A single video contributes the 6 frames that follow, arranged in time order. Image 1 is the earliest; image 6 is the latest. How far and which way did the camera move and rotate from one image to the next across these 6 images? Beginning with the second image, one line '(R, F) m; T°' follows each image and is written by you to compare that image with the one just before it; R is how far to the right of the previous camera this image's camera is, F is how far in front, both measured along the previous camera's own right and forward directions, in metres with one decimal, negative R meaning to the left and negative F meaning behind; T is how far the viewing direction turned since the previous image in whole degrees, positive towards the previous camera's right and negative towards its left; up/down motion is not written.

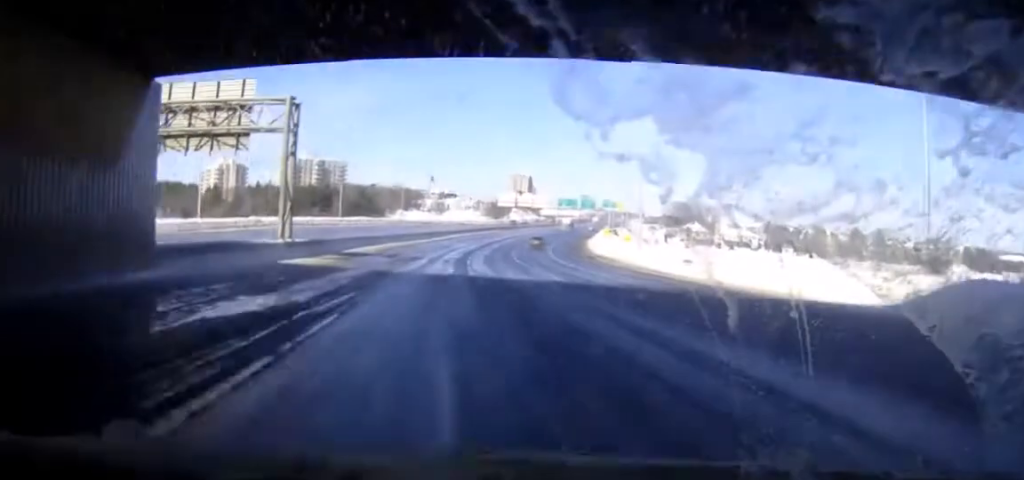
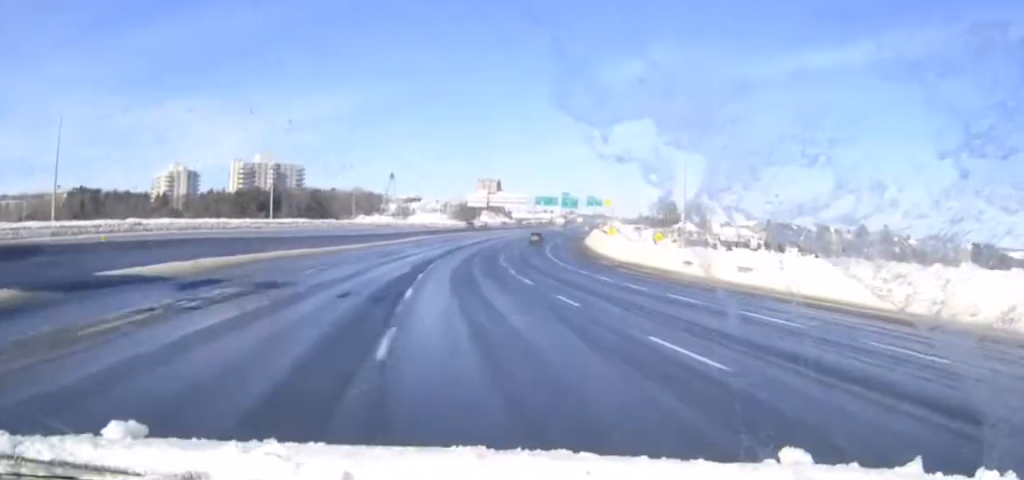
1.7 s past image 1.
(+0.6, +35.4) m; +4°
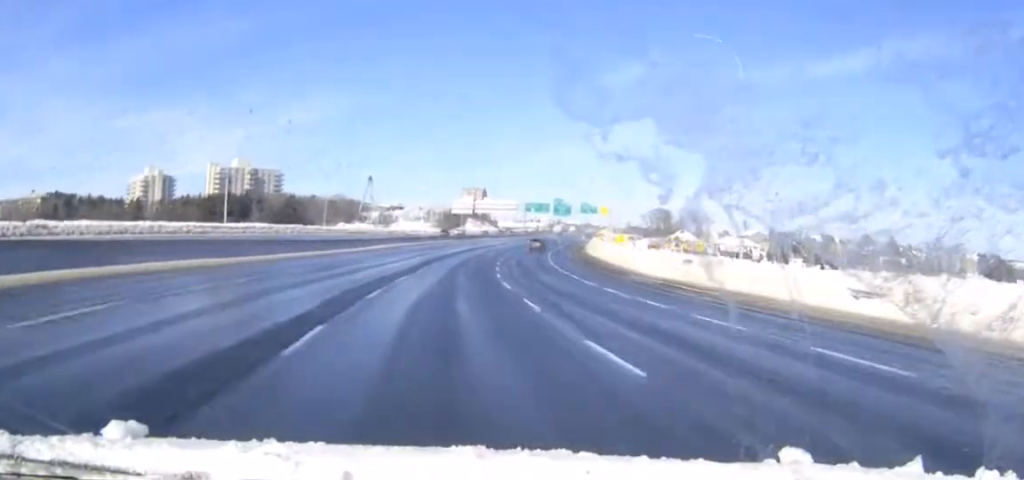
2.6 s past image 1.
(+0.6, +18.3) m; +3°
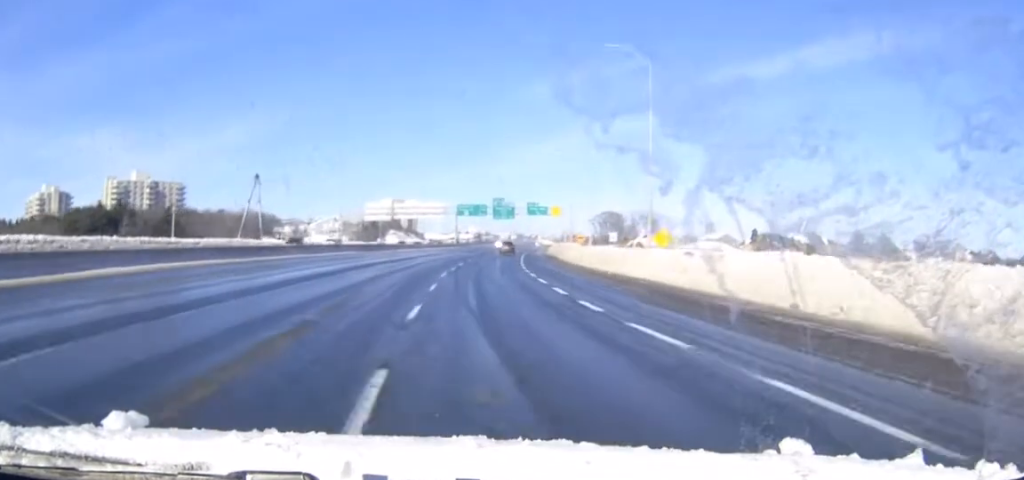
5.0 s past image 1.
(+1.8, +49.3) m; +4°
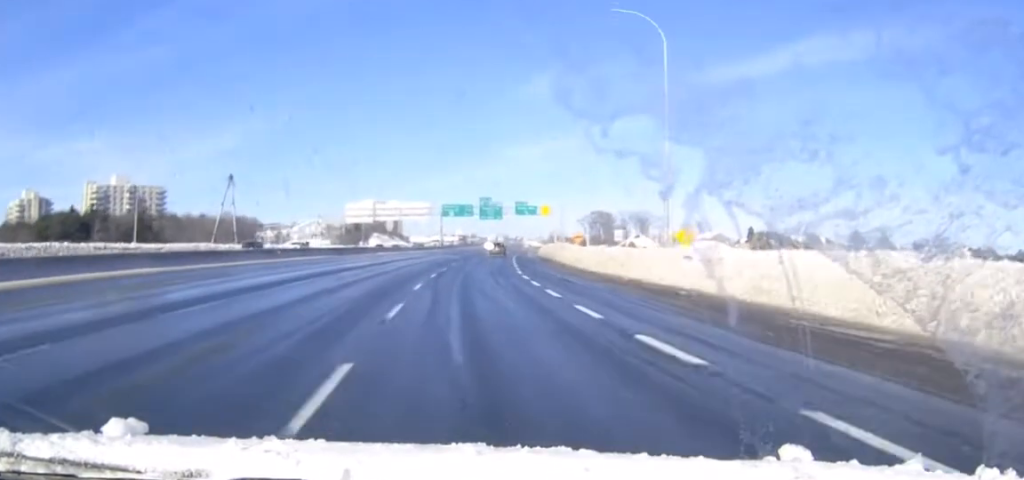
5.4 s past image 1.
(0.0, +8.4) m; +1°
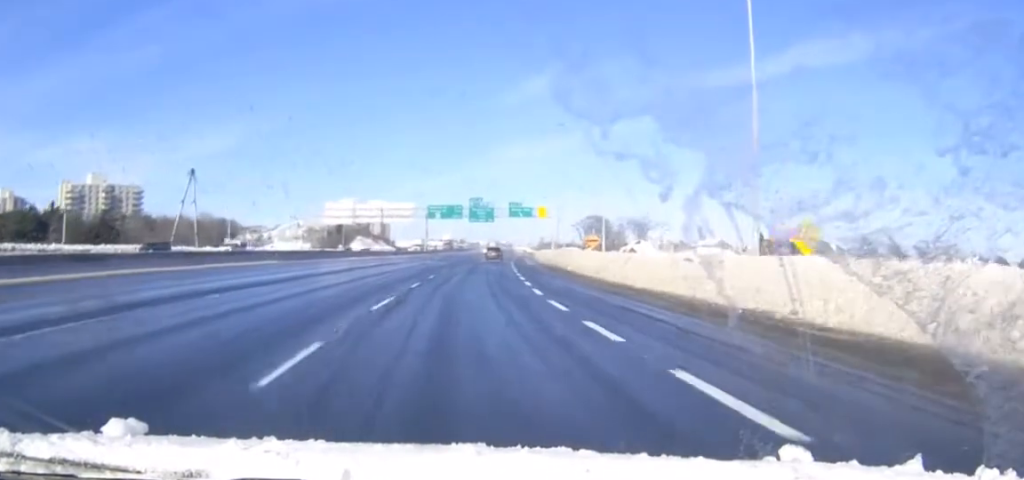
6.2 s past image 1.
(+0.2, +16.4) m; +1°
